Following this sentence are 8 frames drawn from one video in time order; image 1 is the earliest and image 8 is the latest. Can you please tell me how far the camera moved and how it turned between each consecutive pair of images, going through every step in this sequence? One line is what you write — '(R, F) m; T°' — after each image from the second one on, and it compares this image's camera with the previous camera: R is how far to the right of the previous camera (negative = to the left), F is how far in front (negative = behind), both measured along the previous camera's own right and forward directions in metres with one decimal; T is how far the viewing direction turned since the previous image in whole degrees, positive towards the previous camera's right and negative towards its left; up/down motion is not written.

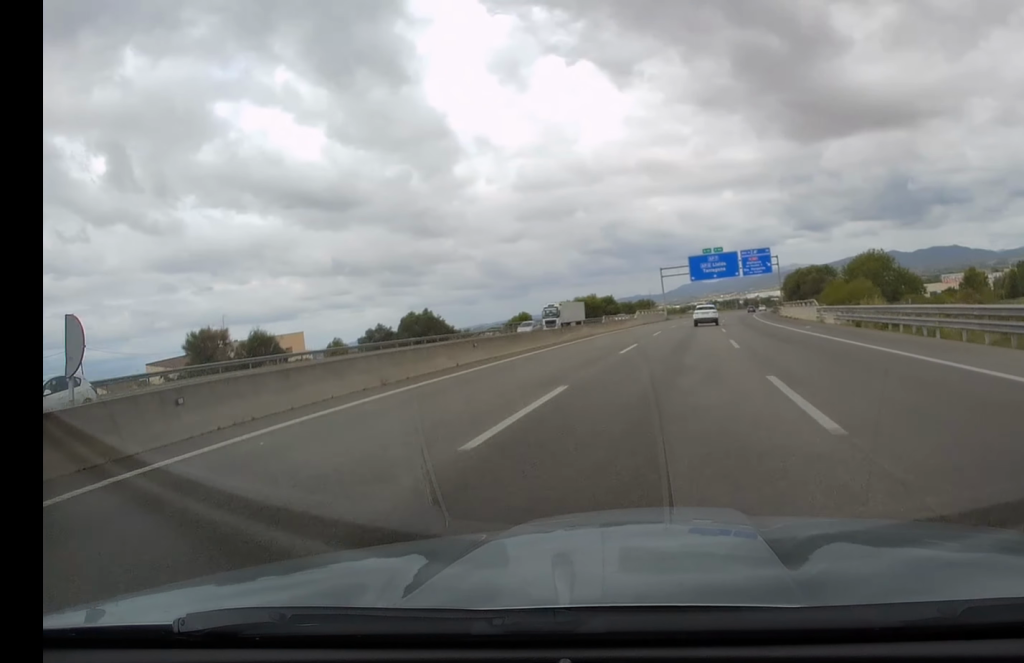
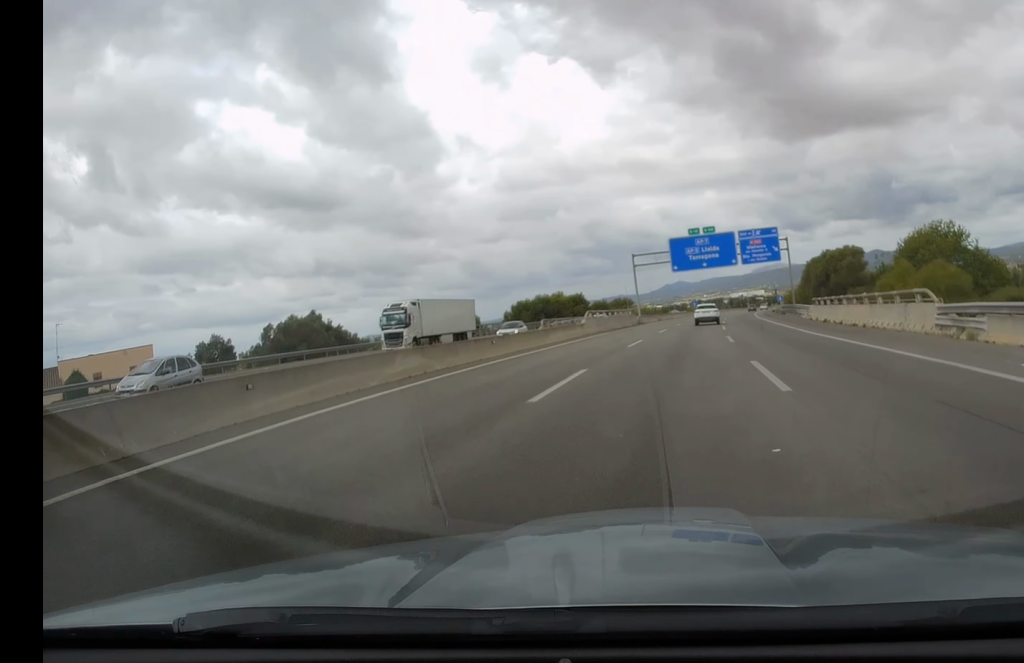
(+0.2, +30.3) m; +1°
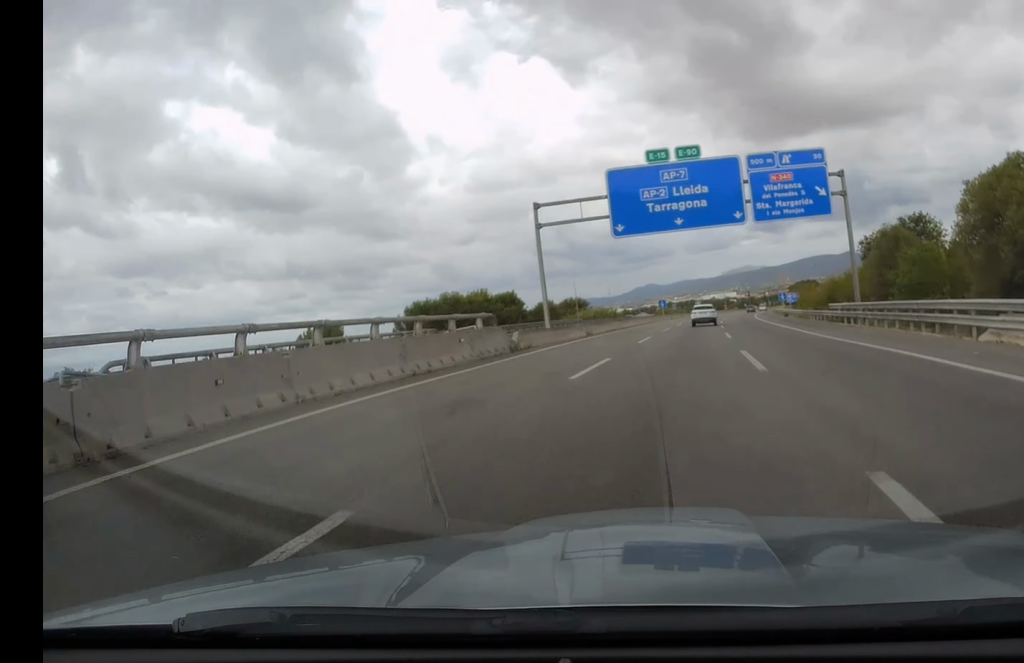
(+1.1, +47.0) m; +2°
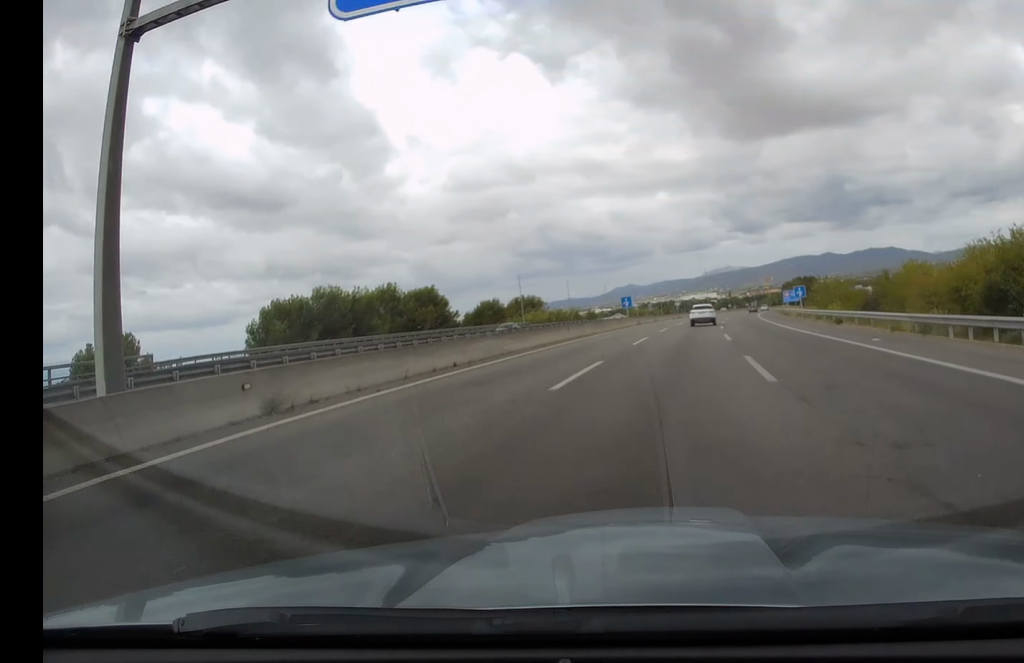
(-0.1, +36.1) m; +2°
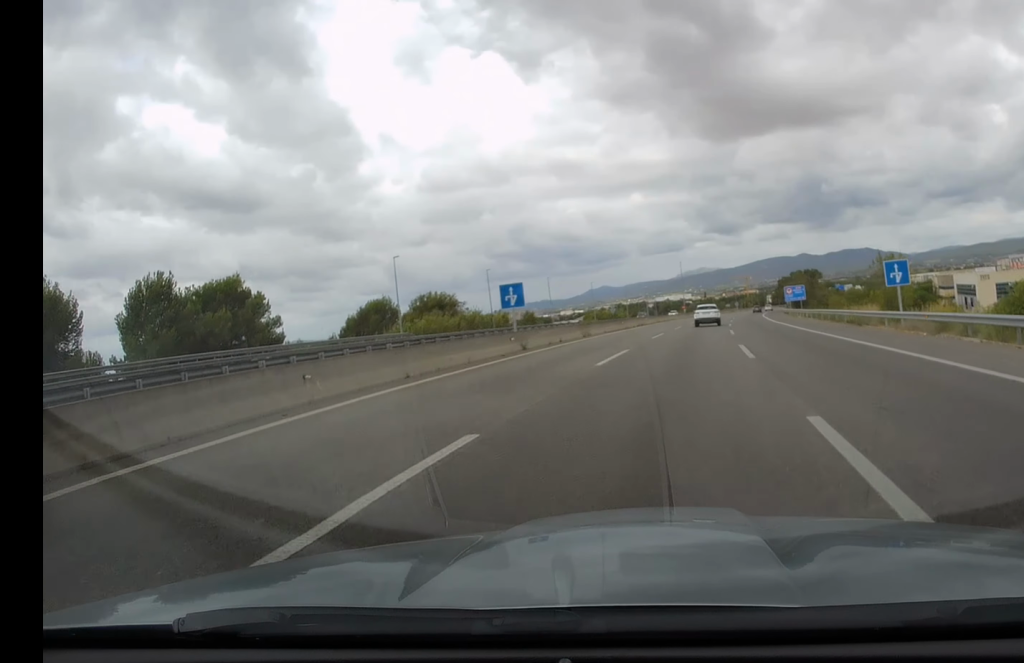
(+1.4, +45.4) m; +2°
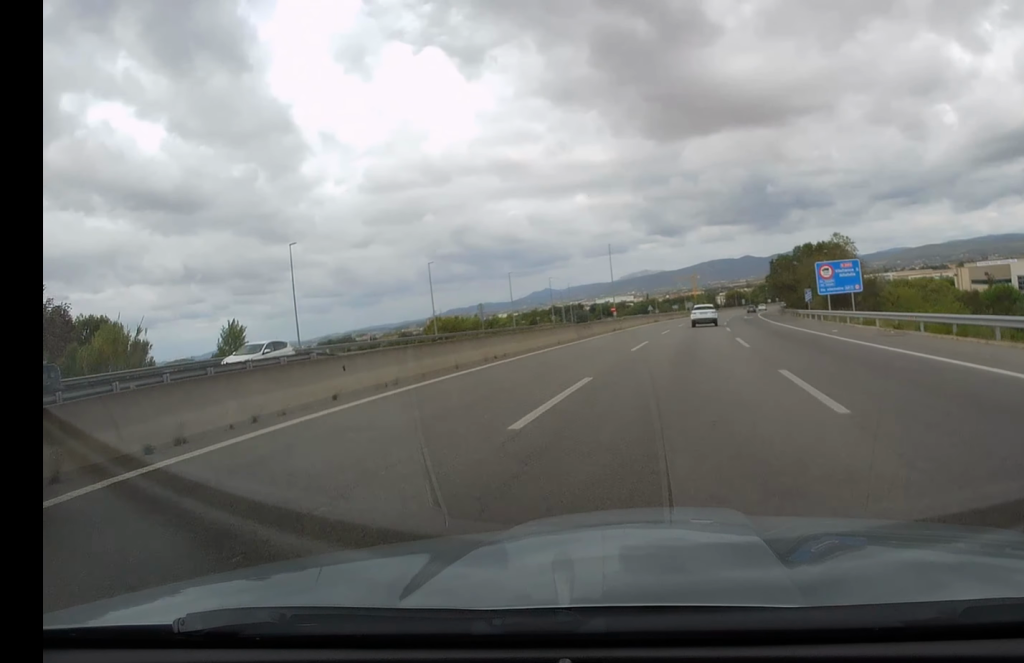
(+2.7, +78.3) m; +4°
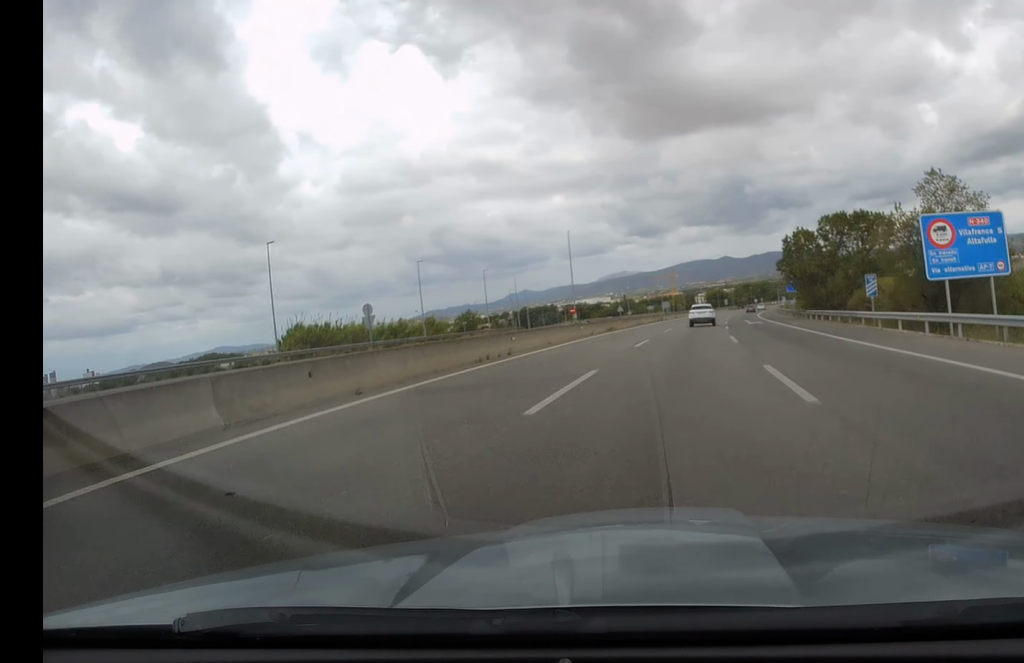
(+0.5, +33.0) m; +2°
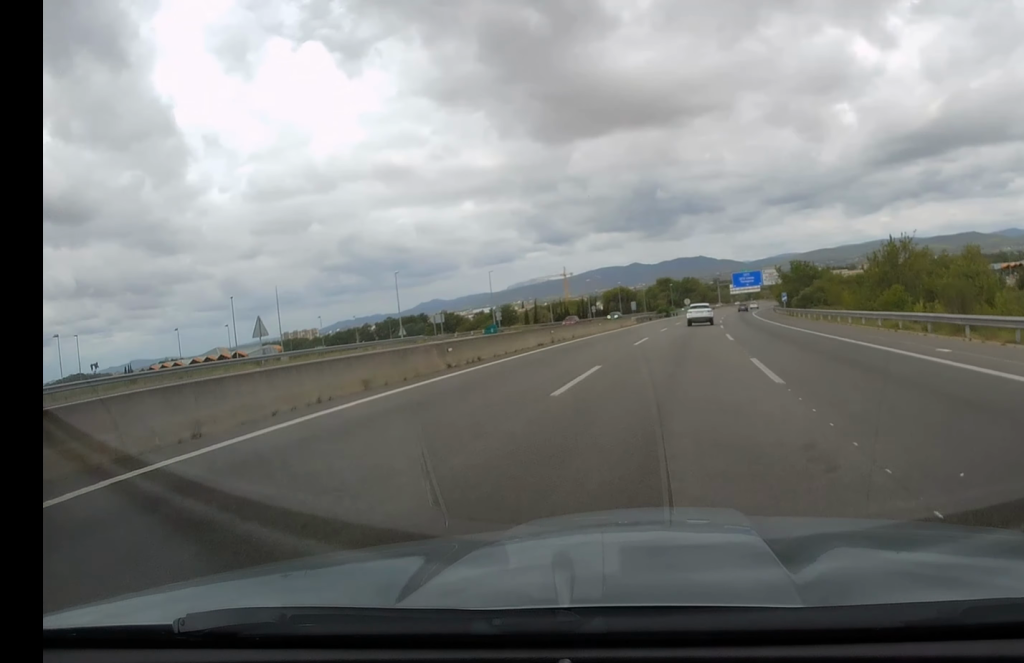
(+8.2, +134.1) m; +7°
